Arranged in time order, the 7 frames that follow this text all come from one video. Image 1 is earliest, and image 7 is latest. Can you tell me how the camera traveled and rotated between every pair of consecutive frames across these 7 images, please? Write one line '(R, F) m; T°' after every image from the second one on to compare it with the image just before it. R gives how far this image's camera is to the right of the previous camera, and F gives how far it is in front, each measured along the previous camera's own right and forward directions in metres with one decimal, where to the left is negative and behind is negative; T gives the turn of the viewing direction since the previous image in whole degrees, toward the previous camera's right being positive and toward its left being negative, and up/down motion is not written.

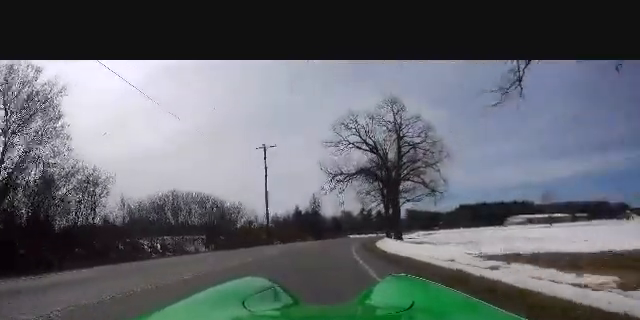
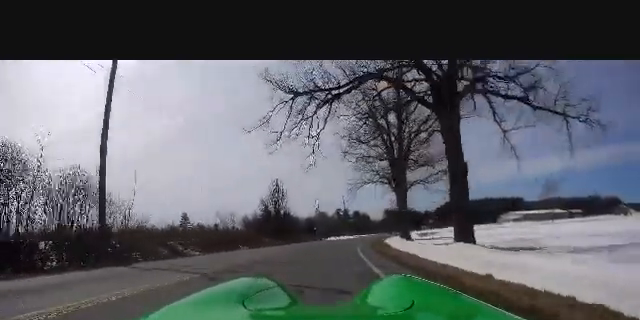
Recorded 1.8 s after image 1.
(+5.2, +27.5) m; +15°
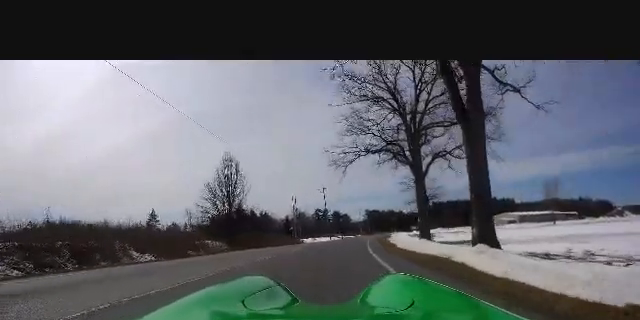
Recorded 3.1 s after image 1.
(+0.7, +19.1) m; +1°
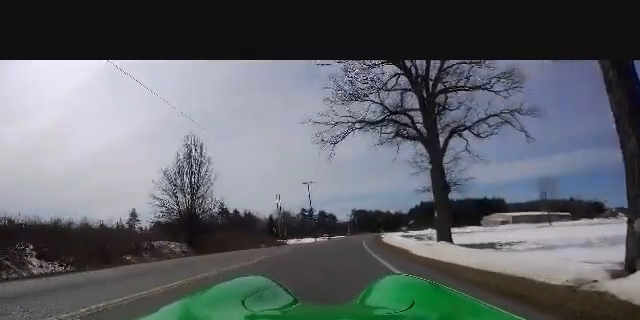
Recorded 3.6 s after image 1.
(0.0, +8.0) m; 0°
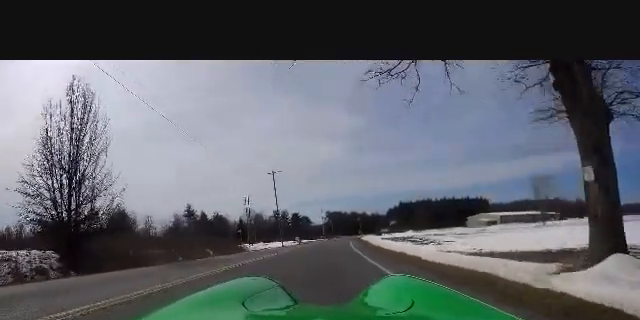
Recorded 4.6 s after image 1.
(-0.2, +14.9) m; +4°
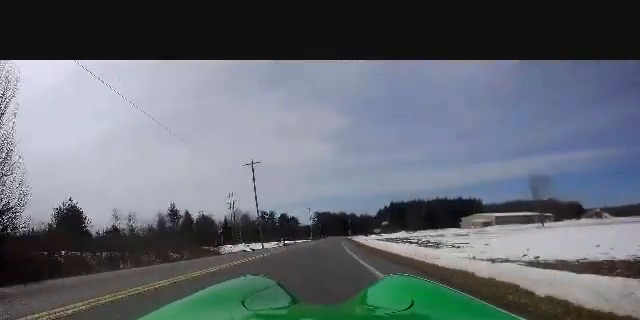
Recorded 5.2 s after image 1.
(+0.6, +7.9) m; +3°
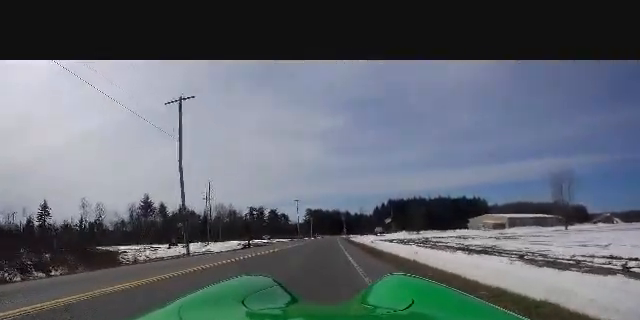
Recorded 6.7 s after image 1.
(+1.4, +23.3) m; +5°
